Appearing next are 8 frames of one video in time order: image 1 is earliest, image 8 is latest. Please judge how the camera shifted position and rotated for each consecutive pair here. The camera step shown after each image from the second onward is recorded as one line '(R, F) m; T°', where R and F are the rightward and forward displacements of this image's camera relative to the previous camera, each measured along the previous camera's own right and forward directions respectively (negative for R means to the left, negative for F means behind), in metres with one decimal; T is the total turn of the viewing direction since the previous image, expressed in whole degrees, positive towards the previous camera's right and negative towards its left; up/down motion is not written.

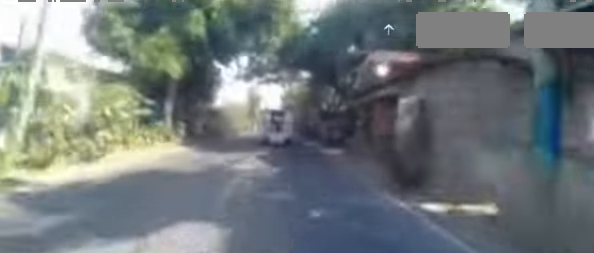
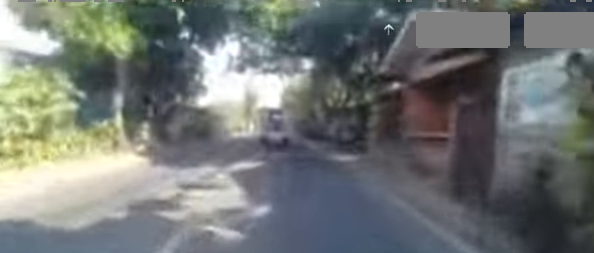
(-0.2, +3.5) m; 0°
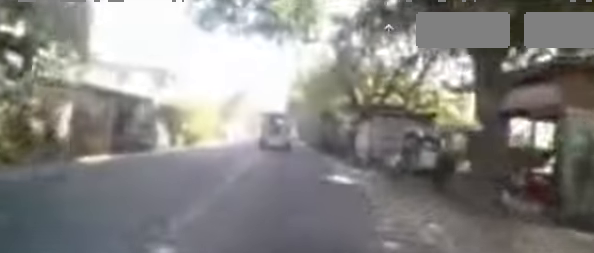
(+0.1, +10.0) m; +3°
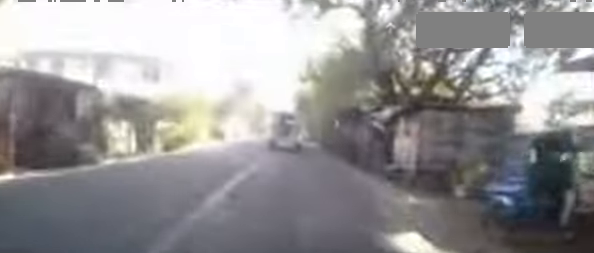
(0.0, +4.2) m; -1°
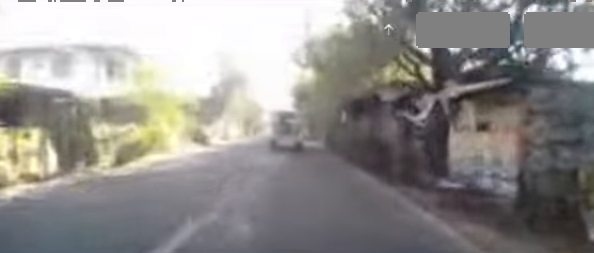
(+0.1, +3.9) m; -2°
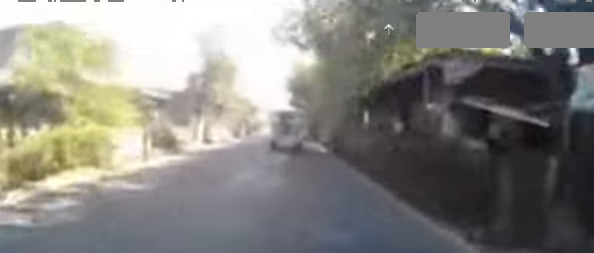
(-0.1, +4.2) m; -2°
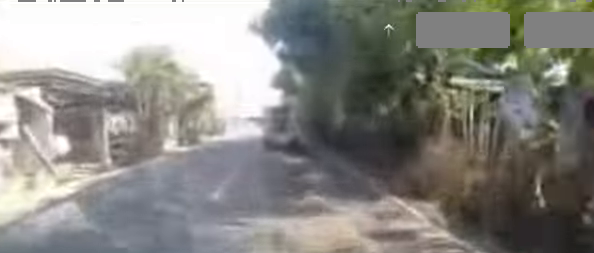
(-0.7, +18.0) m; +3°
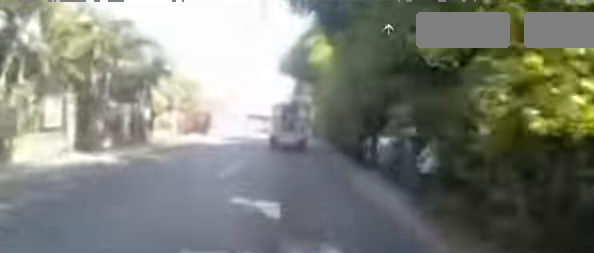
(+0.8, +8.0) m; +3°
